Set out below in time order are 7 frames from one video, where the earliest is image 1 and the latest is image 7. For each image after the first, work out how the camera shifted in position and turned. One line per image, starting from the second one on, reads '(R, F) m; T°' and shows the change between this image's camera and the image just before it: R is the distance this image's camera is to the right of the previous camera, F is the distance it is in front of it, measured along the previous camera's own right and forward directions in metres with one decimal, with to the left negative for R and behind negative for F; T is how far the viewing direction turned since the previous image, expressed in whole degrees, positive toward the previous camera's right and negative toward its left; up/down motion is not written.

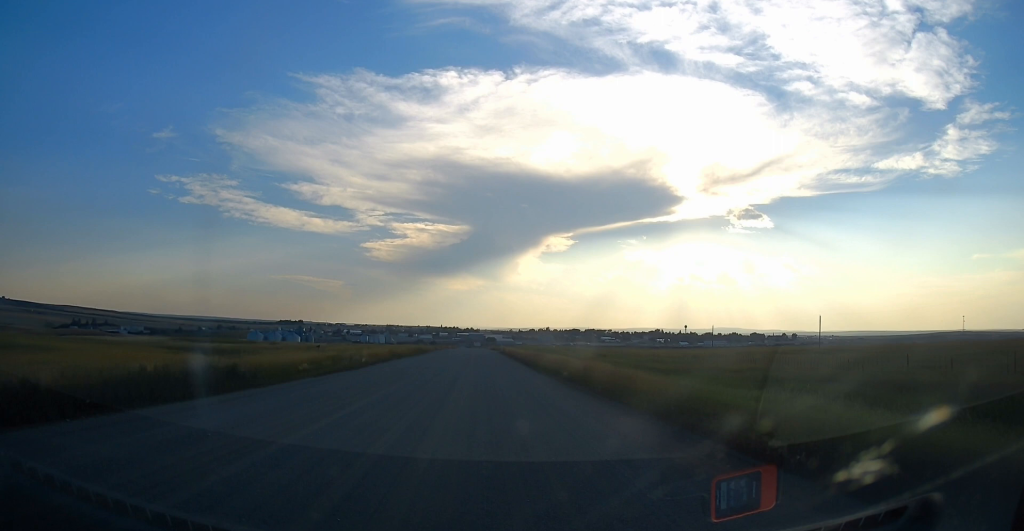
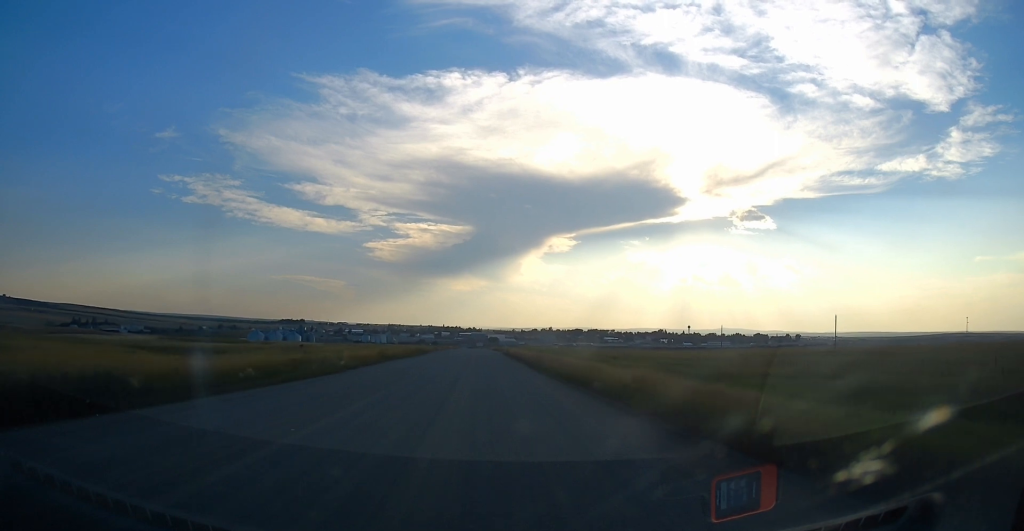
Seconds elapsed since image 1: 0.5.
(-0.1, +7.9) m; 0°
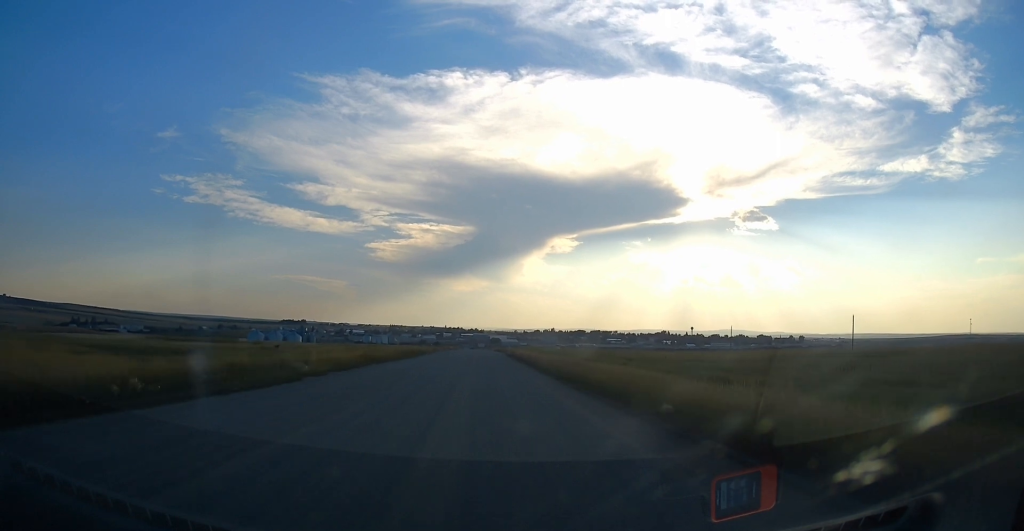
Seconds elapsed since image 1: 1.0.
(0.0, +8.4) m; 0°
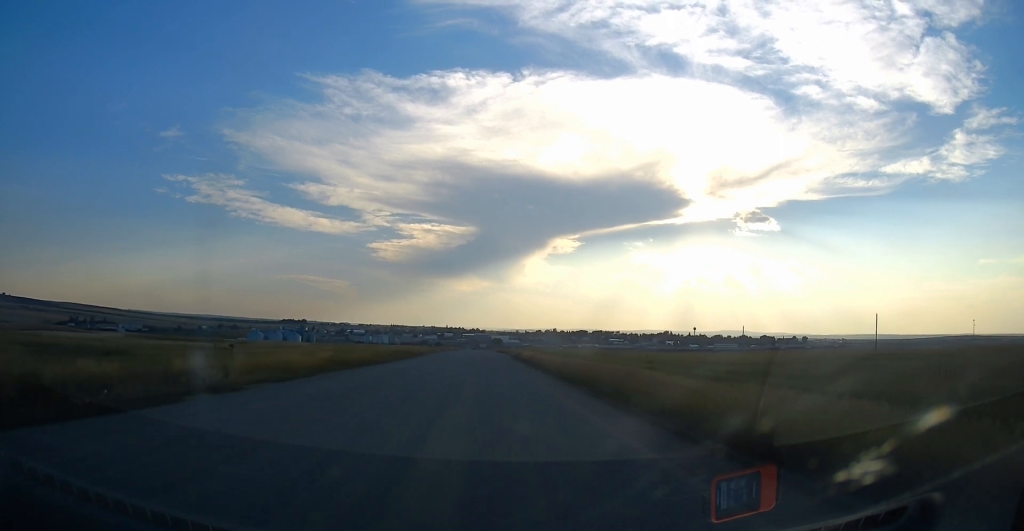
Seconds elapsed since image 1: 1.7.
(0.0, +11.0) m; 0°
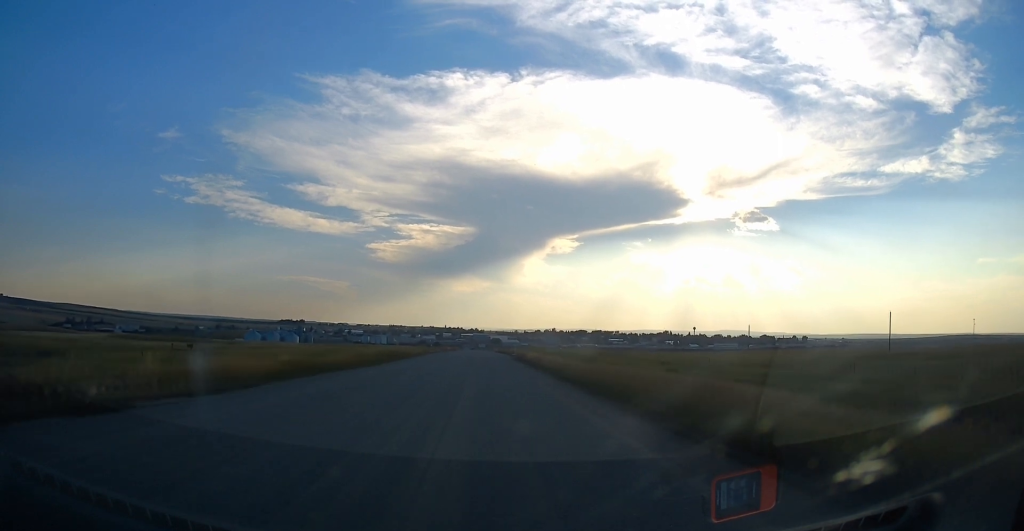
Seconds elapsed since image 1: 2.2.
(0.0, +6.8) m; 0°
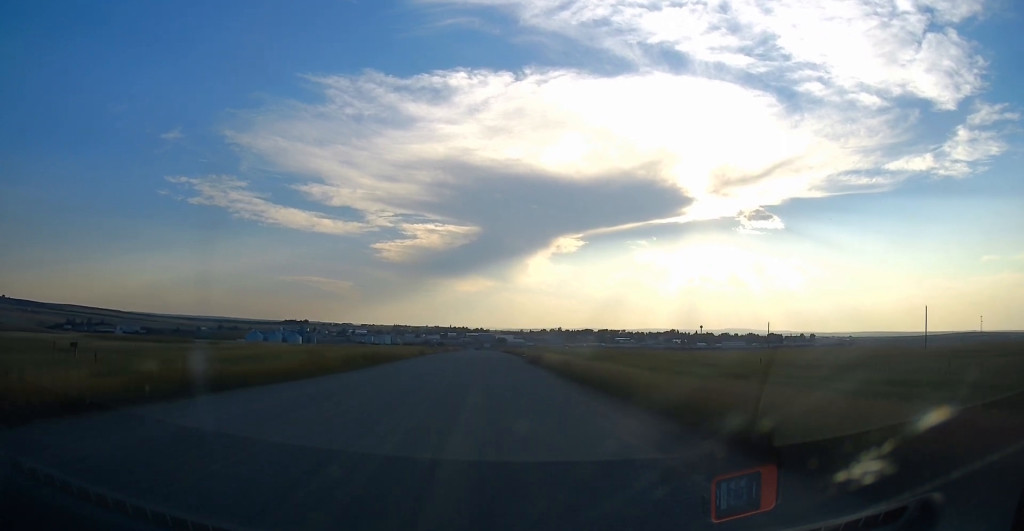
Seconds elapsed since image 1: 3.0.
(0.0, +13.0) m; 0°
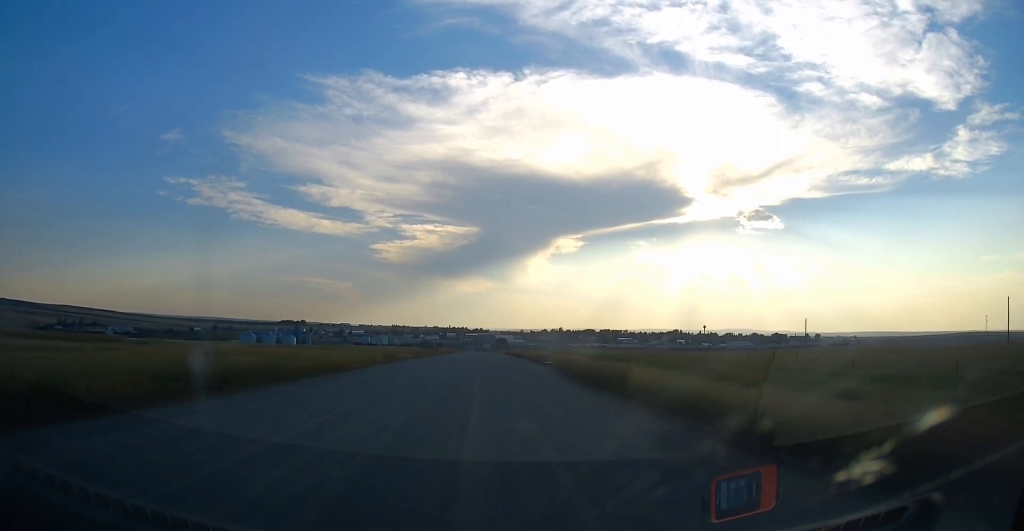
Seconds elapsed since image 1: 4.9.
(0.0, +29.0) m; -1°
